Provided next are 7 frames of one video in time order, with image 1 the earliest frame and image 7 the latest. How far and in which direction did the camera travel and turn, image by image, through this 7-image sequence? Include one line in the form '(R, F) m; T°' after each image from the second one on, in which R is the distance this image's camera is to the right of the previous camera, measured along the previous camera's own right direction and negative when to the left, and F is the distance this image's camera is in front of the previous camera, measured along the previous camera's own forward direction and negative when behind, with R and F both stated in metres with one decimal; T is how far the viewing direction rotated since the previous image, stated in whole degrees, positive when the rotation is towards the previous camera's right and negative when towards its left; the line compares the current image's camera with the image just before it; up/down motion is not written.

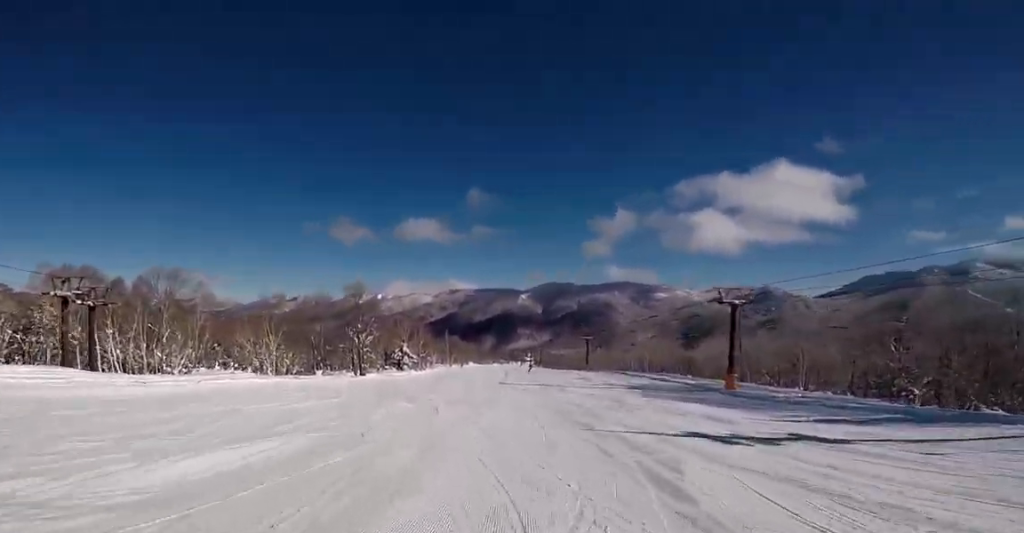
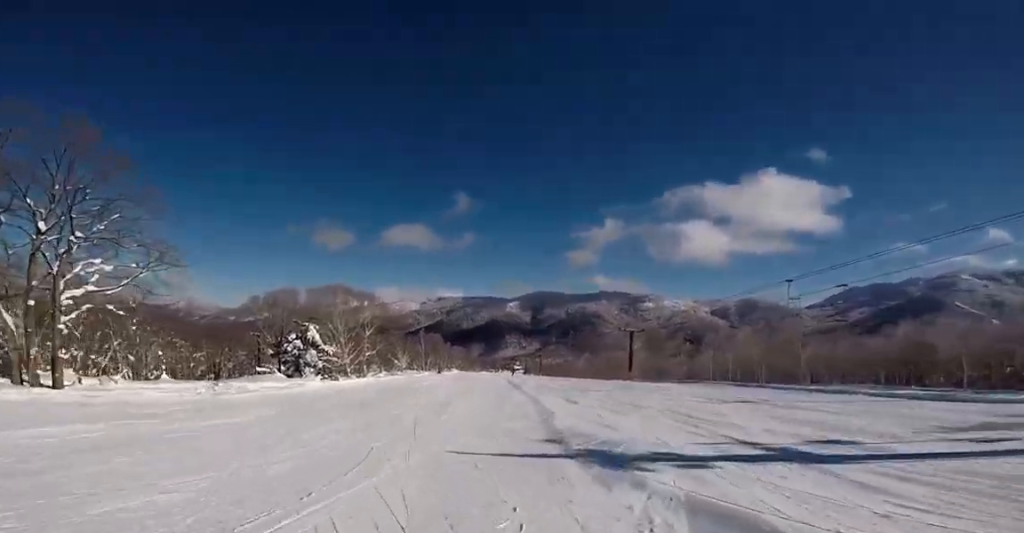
(+4.7, +38.3) m; +13°
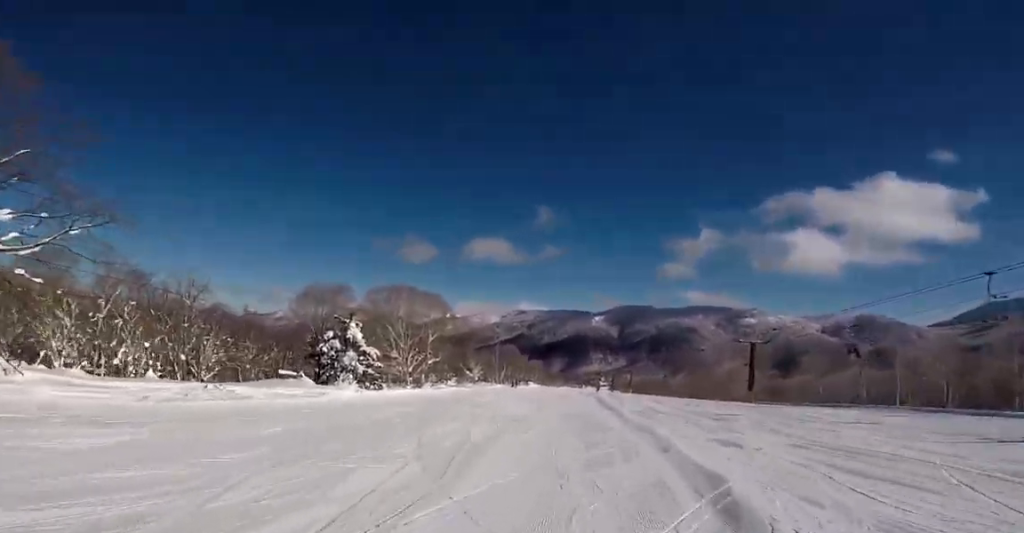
(-0.3, +8.4) m; -2°
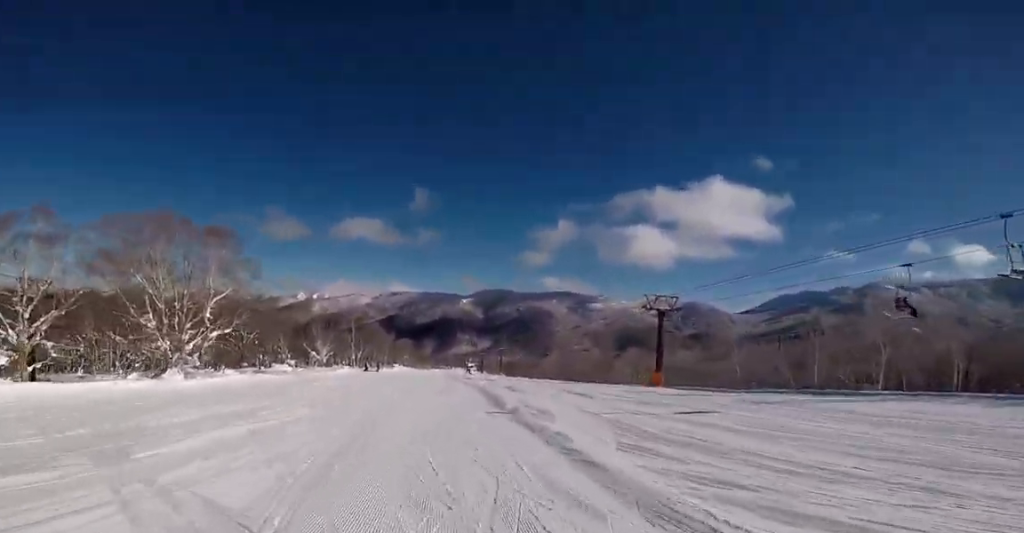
(-0.8, +18.0) m; -7°
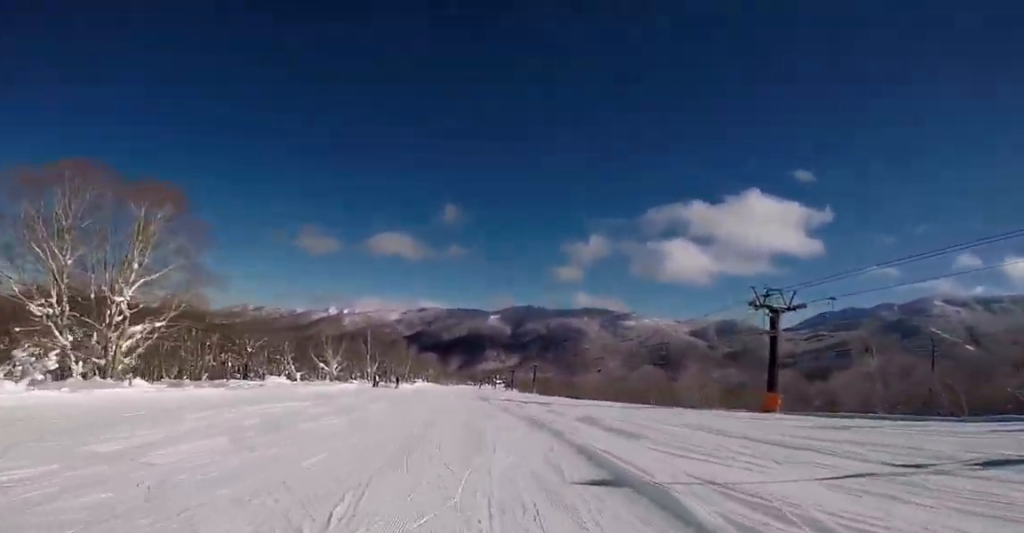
(-0.7, +11.8) m; +1°
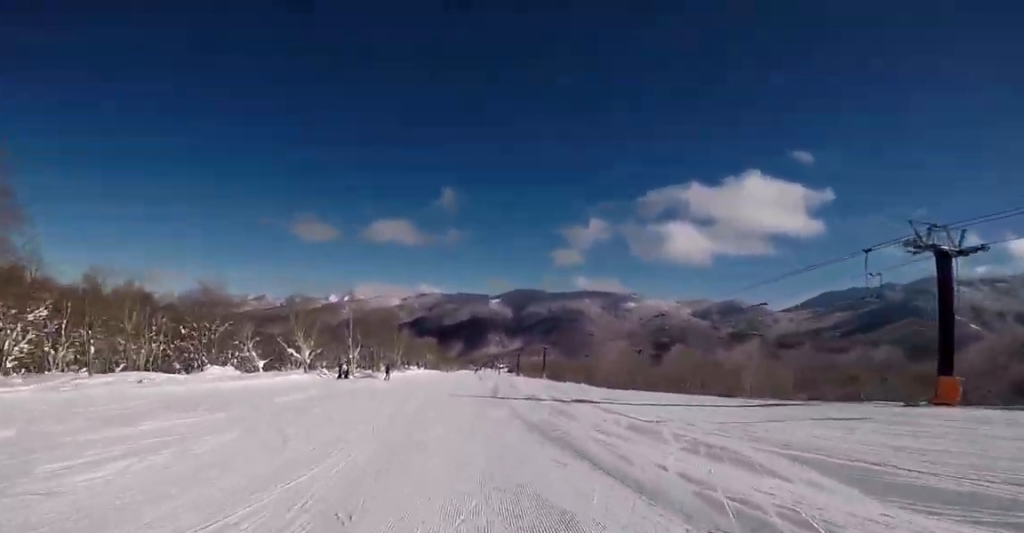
(+1.0, +12.8) m; +4°
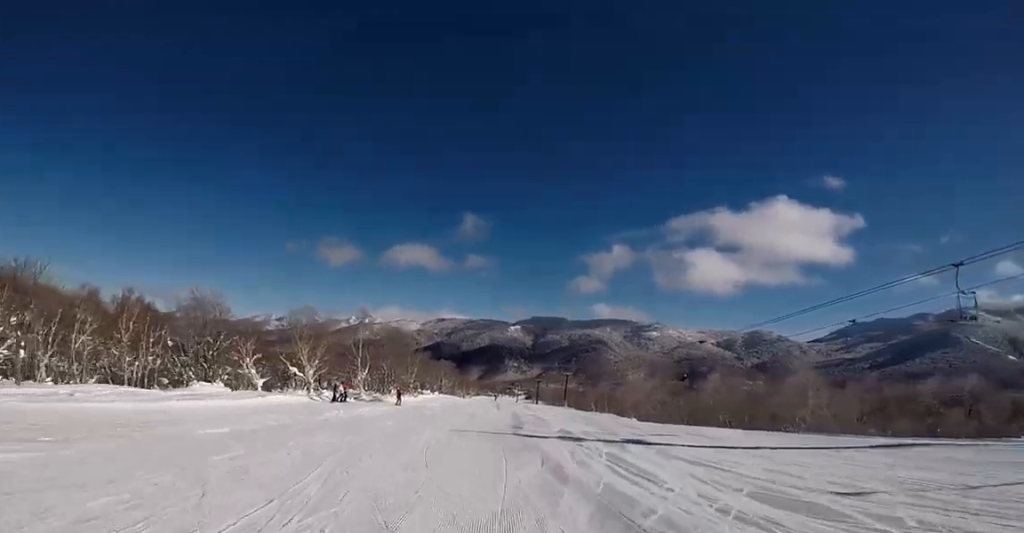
(+0.1, +5.0) m; -1°
